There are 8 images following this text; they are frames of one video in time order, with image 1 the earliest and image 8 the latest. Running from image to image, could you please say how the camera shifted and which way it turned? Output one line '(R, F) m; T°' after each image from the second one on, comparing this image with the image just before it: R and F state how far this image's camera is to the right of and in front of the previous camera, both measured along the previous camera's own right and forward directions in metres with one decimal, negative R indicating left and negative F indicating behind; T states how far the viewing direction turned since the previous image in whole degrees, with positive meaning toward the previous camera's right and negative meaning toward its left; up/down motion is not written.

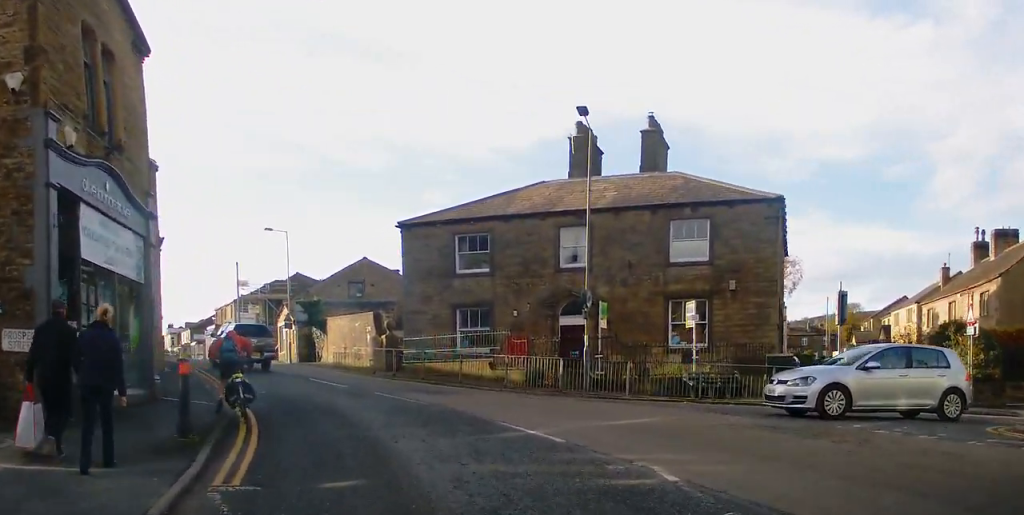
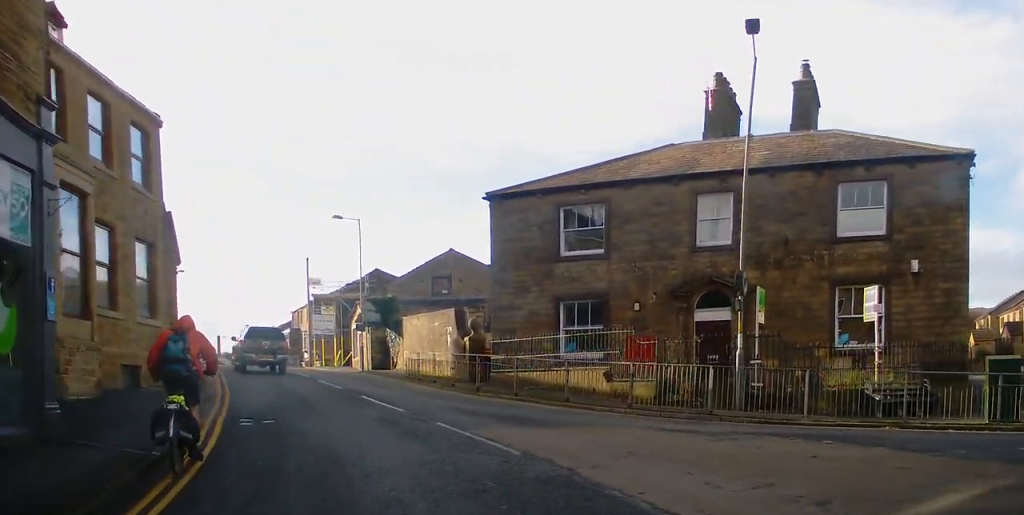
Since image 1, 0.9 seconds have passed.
(-0.4, +7.4) m; -7°
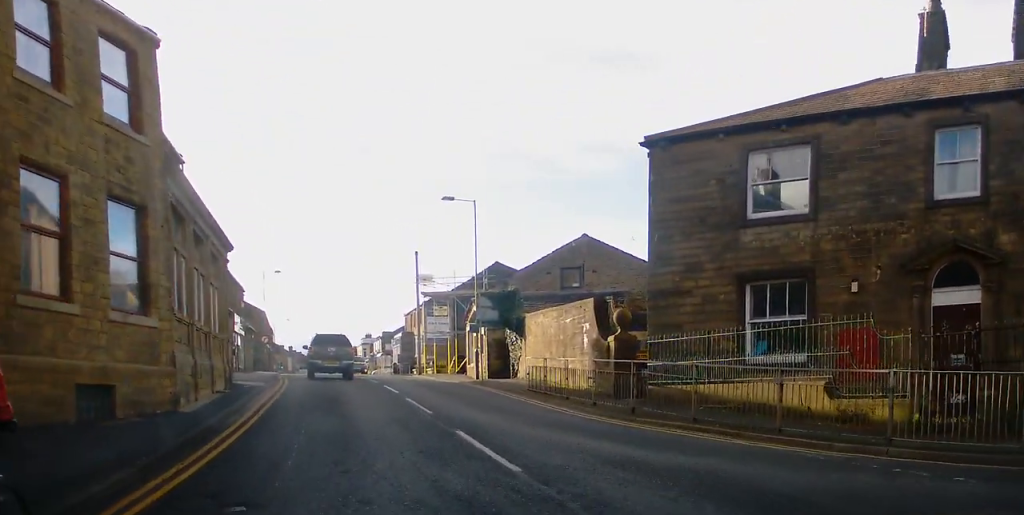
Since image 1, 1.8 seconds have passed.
(-0.6, +7.2) m; -8°
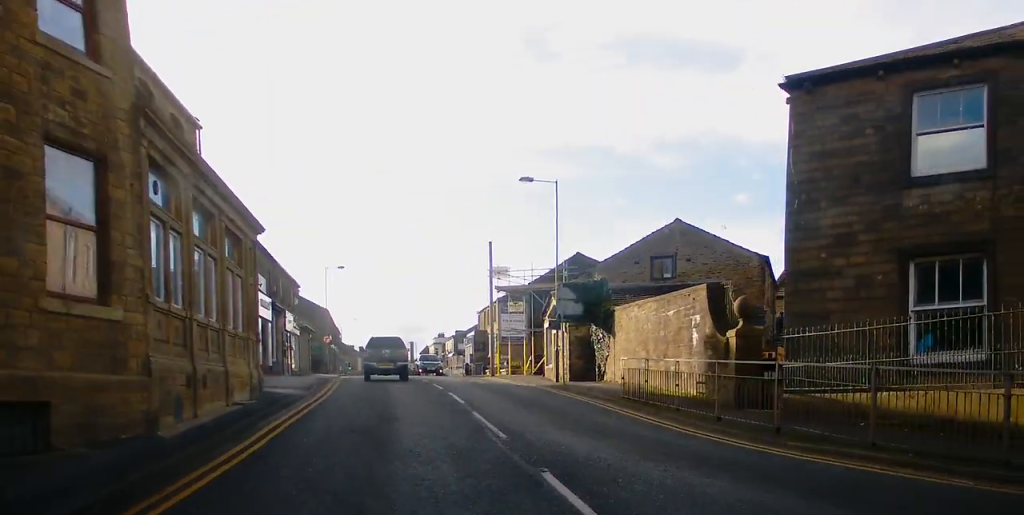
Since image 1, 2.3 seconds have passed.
(+0.1, +4.1) m; -5°
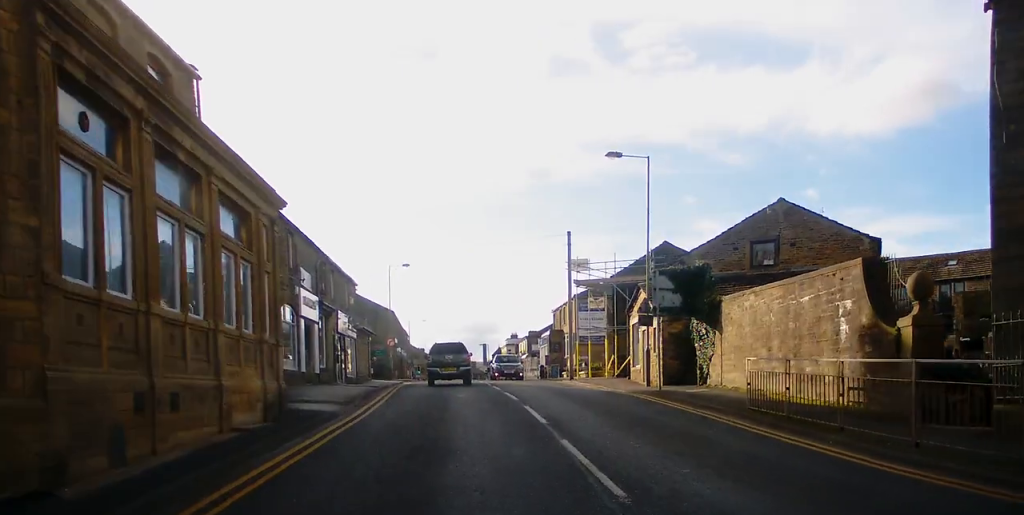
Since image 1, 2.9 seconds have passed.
(-0.4, +4.2) m; -6°
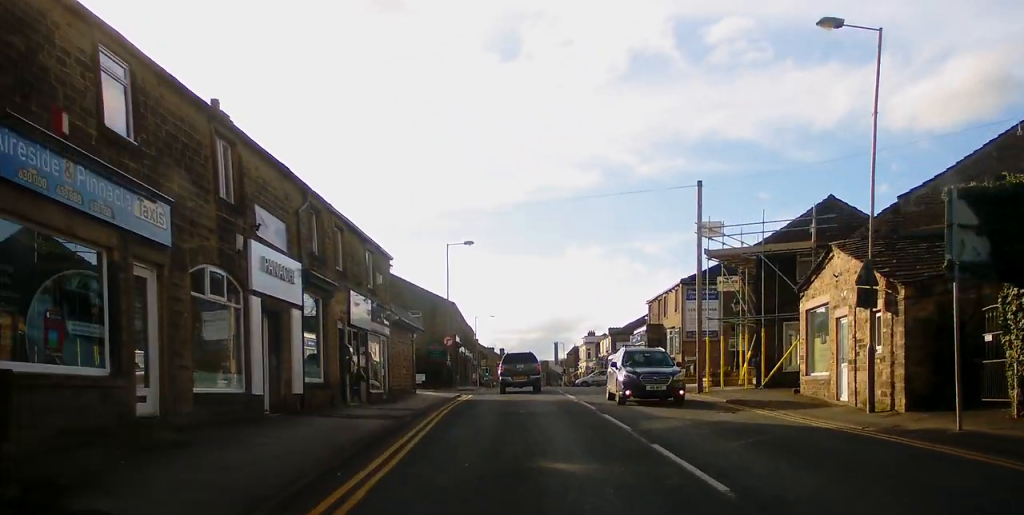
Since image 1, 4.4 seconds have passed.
(-1.7, +11.8) m; -11°
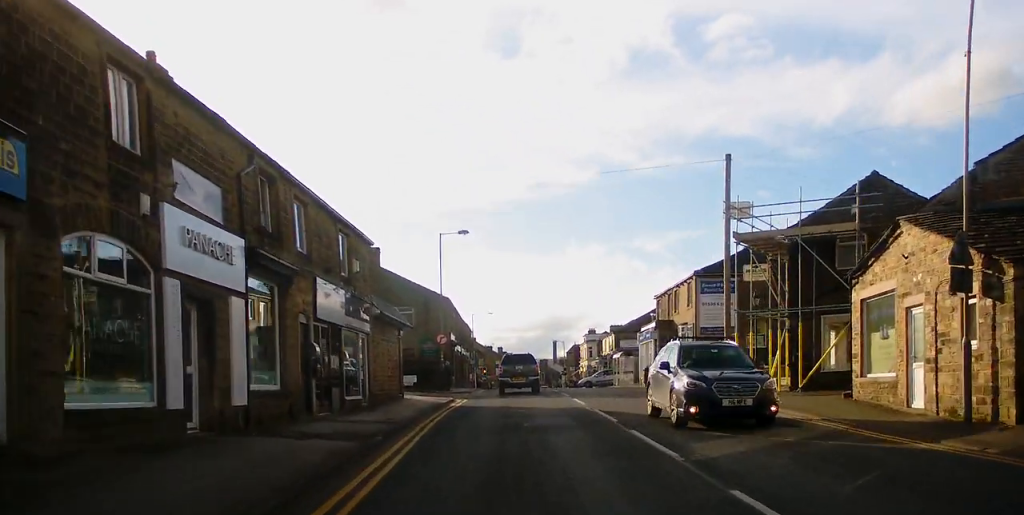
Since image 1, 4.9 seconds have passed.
(0.0, +3.6) m; 0°
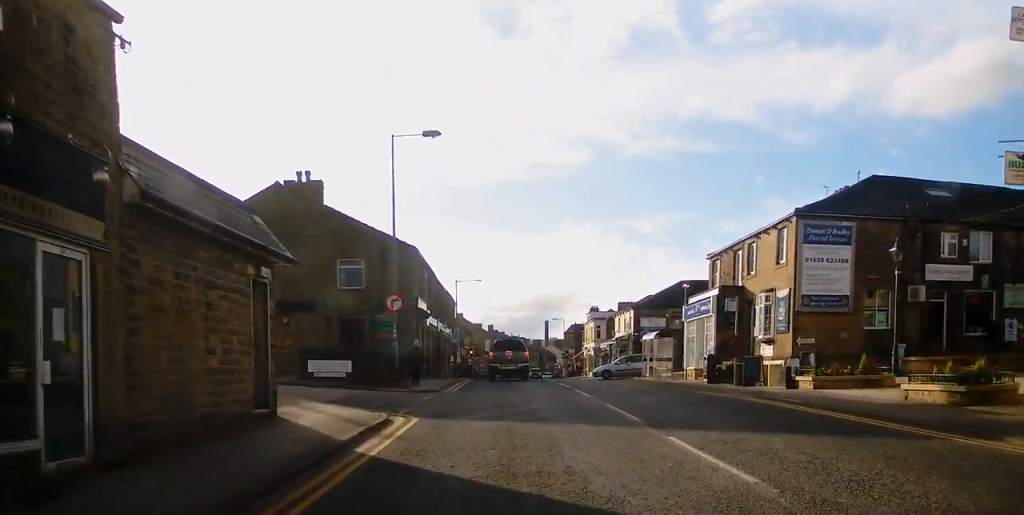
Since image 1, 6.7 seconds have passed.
(+0.1, +15.6) m; +2°
